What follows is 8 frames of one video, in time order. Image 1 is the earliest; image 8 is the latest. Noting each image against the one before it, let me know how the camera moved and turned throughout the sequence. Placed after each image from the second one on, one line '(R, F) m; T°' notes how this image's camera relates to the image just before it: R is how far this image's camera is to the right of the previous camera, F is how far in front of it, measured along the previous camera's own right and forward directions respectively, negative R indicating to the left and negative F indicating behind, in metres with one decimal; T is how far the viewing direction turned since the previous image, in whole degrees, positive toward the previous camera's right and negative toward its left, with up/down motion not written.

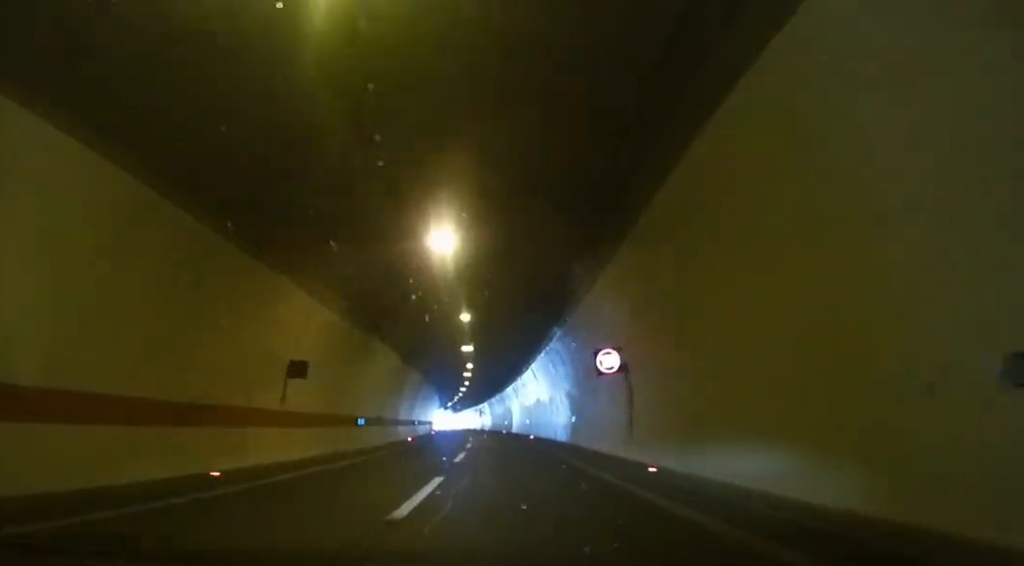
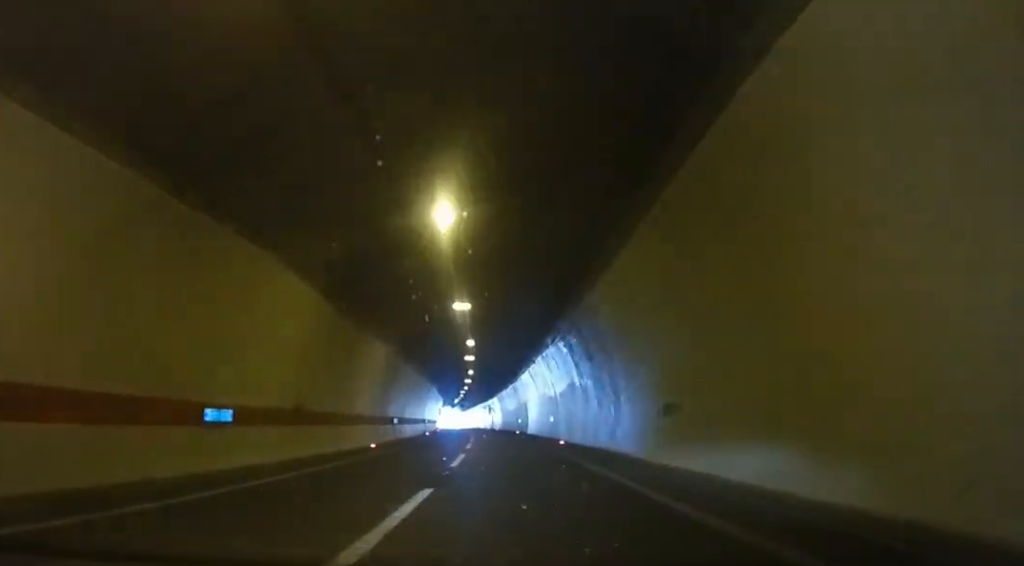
(0.0, +16.6) m; 0°
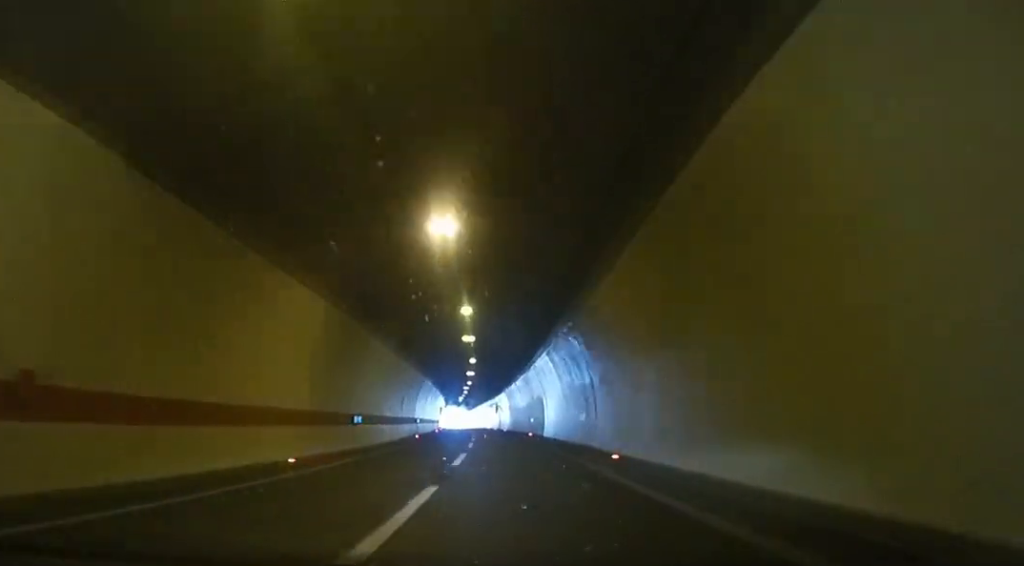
(0.0, +13.0) m; 0°
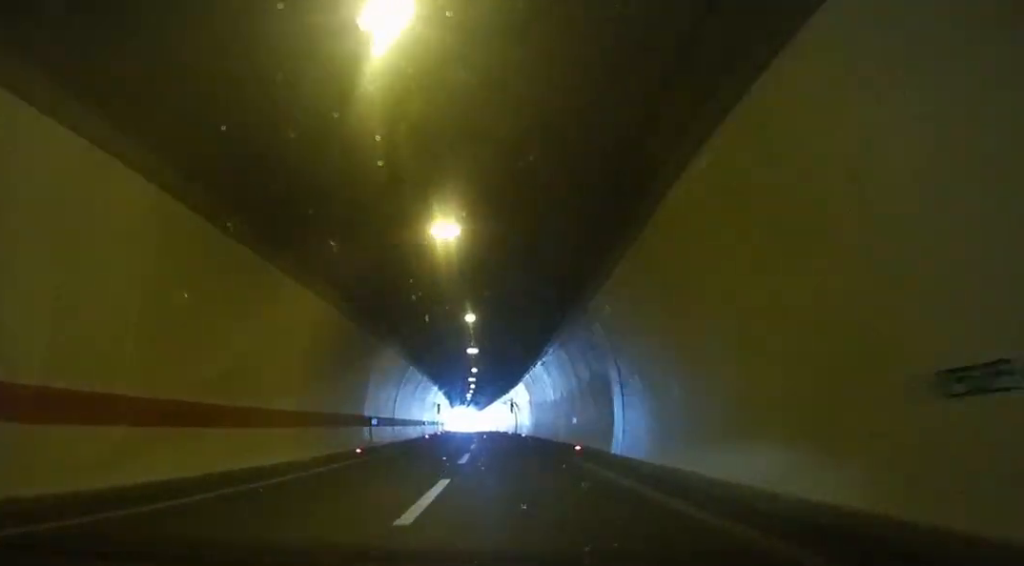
(0.0, +25.0) m; 0°
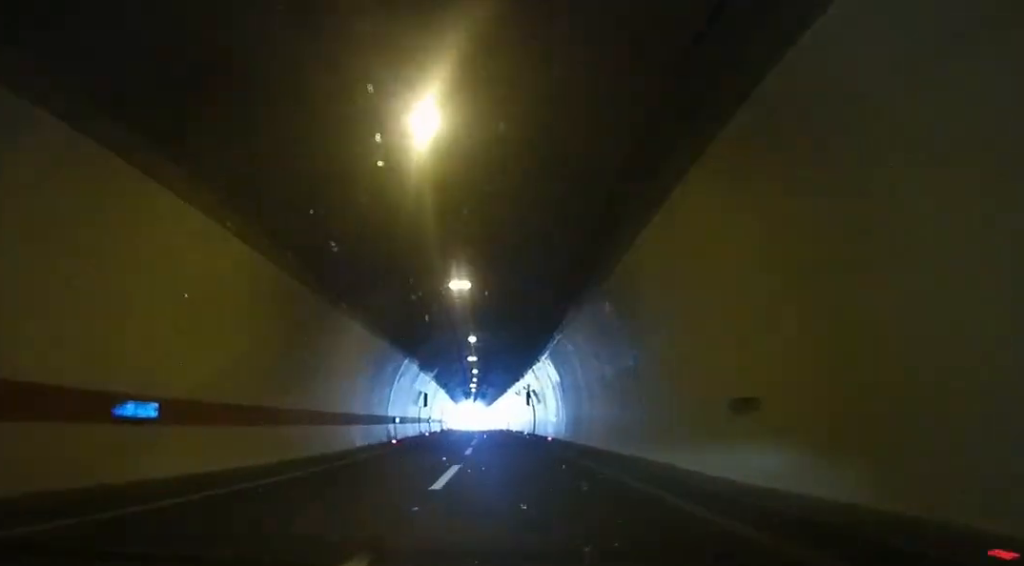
(0.0, +23.0) m; 0°
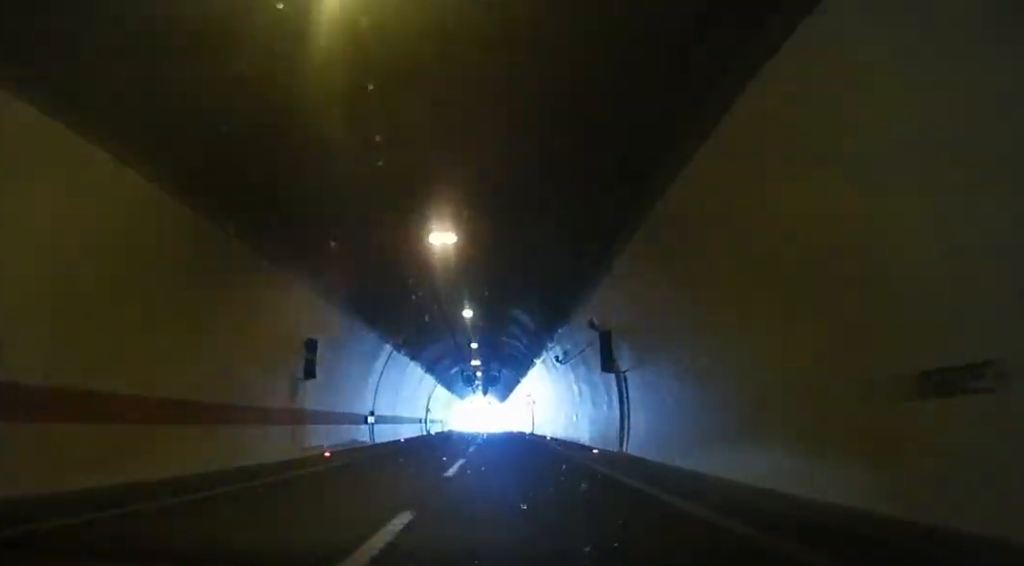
(0.0, +38.2) m; 0°
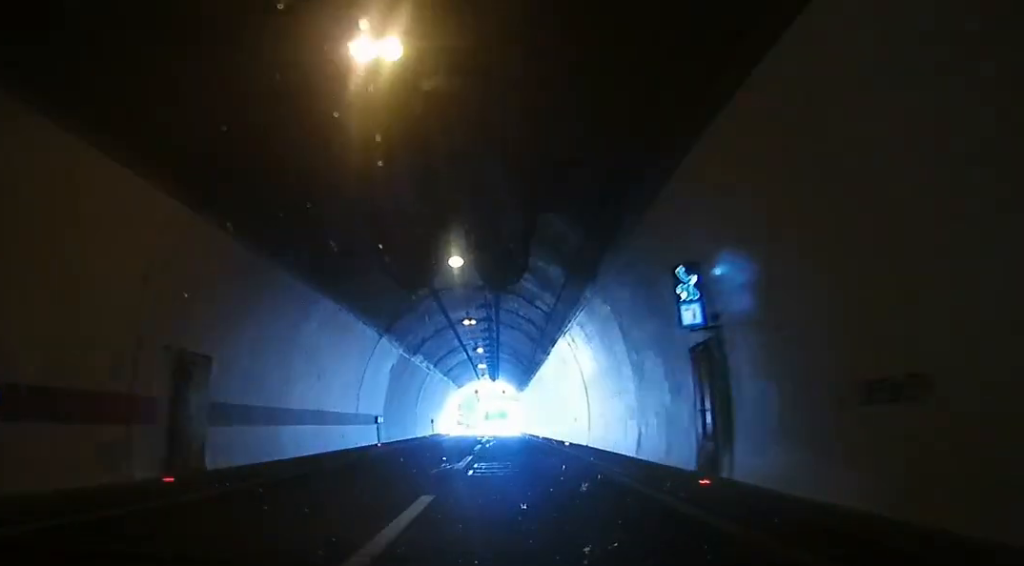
(0.0, +53.2) m; 0°
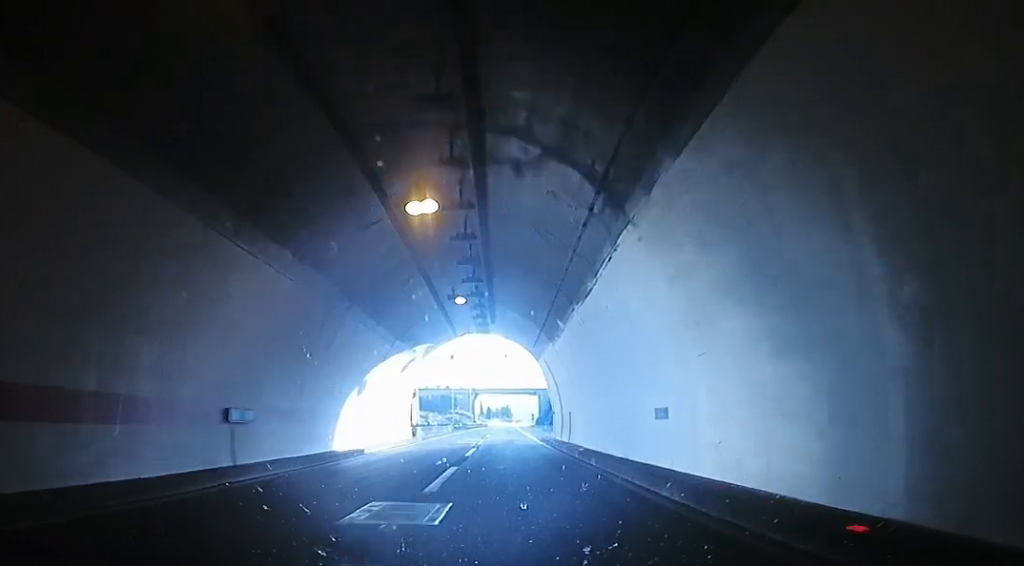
(0.0, +48.1) m; 0°
